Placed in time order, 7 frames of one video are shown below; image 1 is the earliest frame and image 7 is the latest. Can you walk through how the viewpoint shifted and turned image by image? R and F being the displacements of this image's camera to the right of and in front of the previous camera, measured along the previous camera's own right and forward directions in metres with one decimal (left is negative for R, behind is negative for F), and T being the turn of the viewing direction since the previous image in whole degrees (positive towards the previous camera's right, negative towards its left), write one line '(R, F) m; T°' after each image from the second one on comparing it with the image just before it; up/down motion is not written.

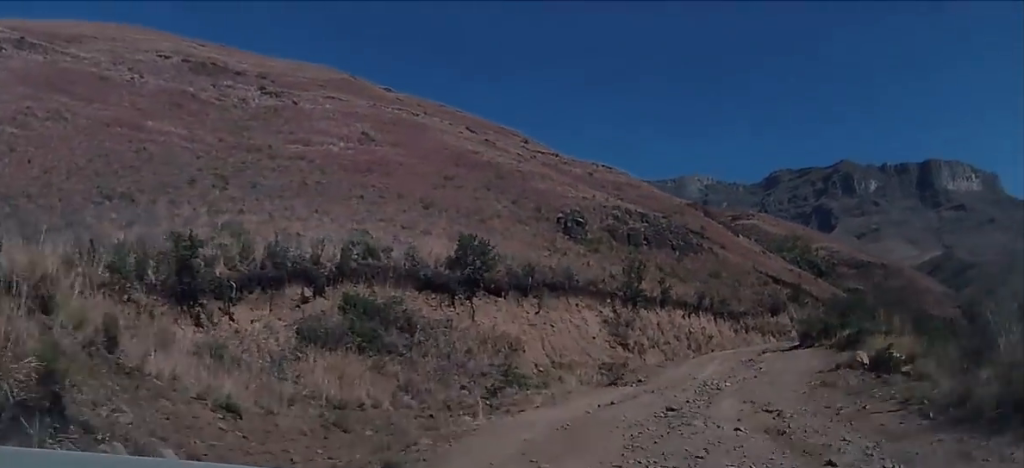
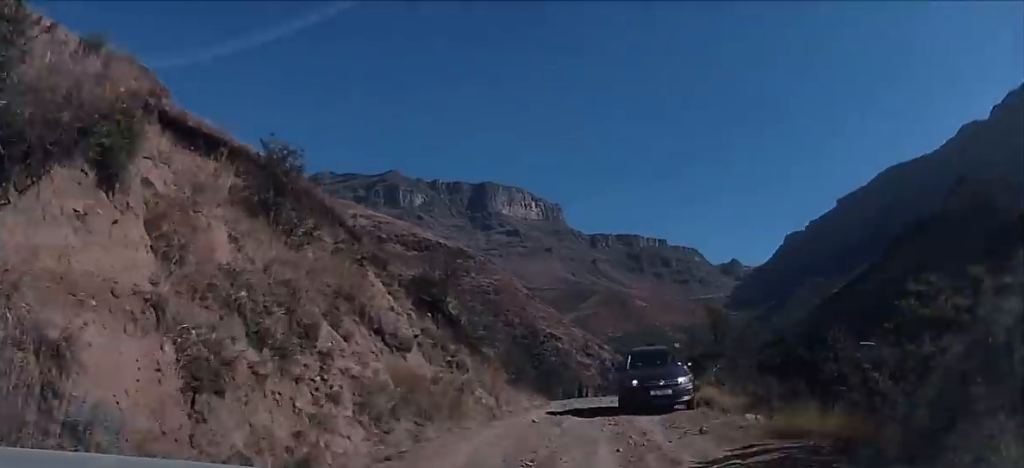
(+22.0, +83.4) m; +27°
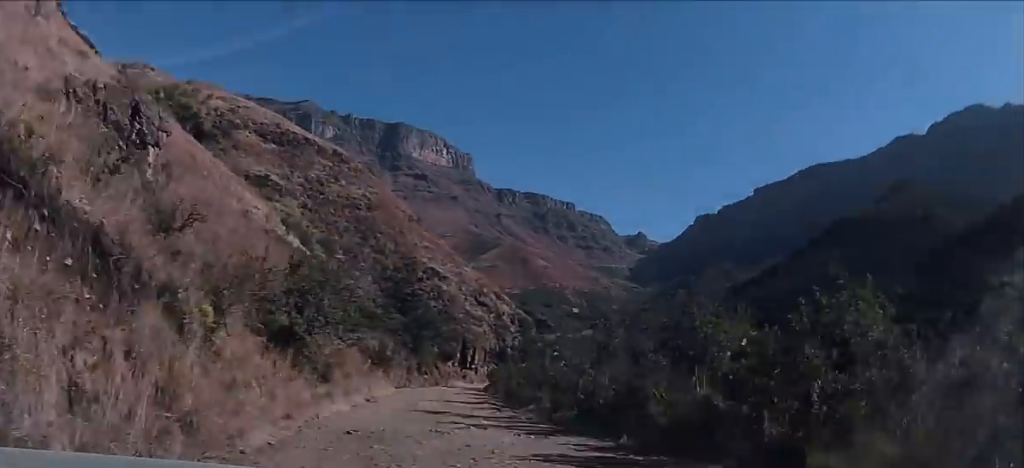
(+2.1, +30.4) m; +4°
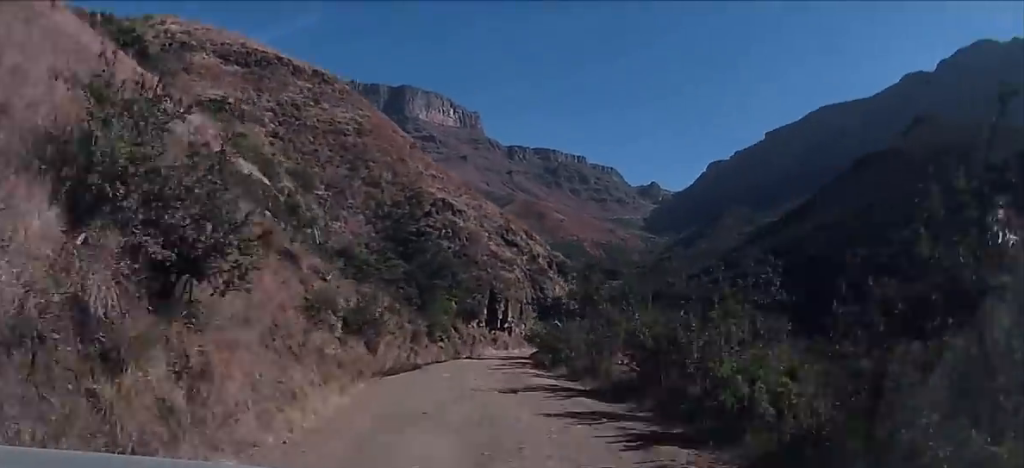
(-0.1, +19.1) m; +3°
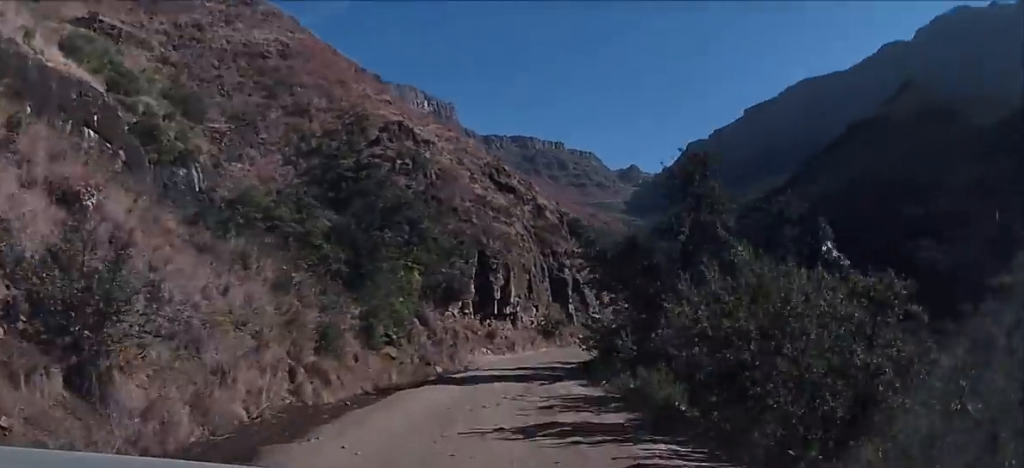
(+0.5, +19.5) m; +5°
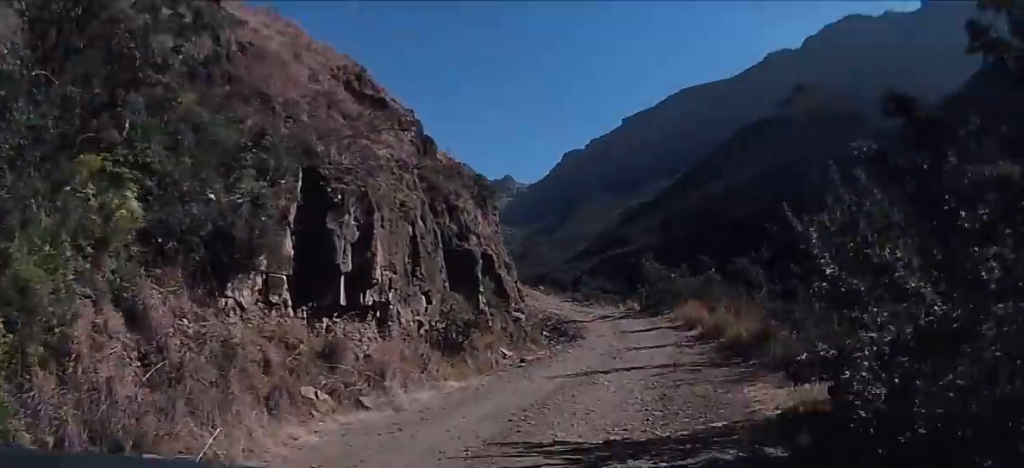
(+1.9, +25.7) m; +7°
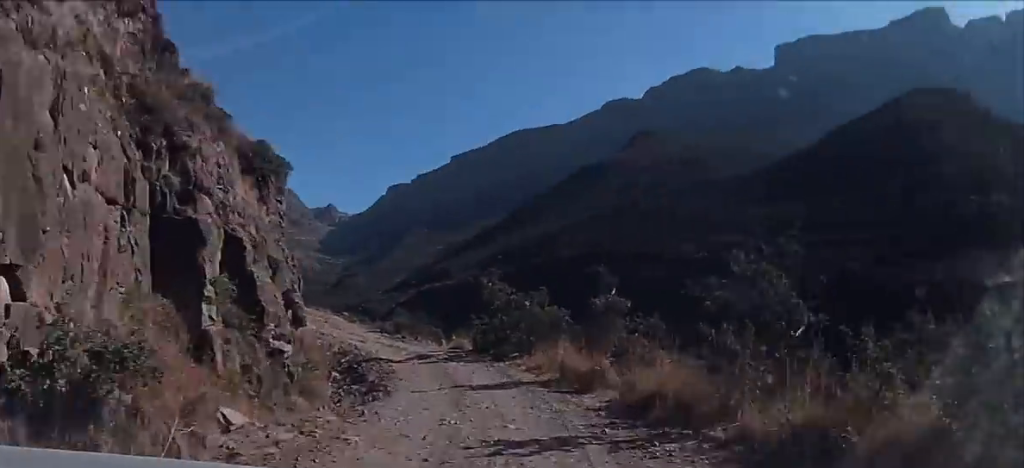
(+1.6, +13.6) m; -1°
